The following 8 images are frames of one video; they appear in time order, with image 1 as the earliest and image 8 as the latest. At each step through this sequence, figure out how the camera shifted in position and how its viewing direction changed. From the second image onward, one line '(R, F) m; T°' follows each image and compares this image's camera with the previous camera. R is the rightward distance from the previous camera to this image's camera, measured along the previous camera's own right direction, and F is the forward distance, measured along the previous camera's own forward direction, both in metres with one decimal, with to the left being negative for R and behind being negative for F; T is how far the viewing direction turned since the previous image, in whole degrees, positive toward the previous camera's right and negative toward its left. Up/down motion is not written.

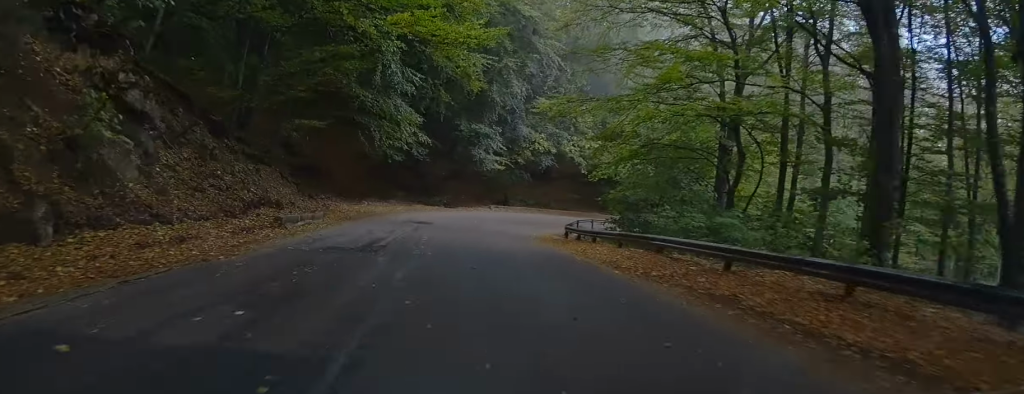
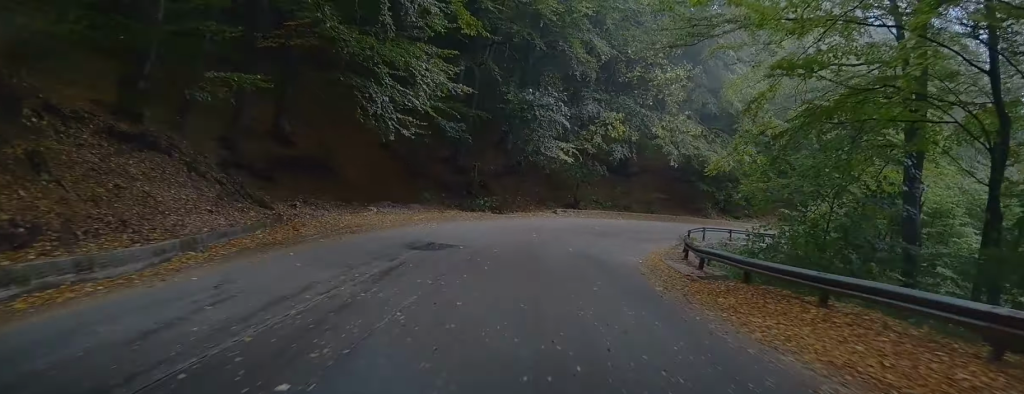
(-0.8, +14.1) m; -5°
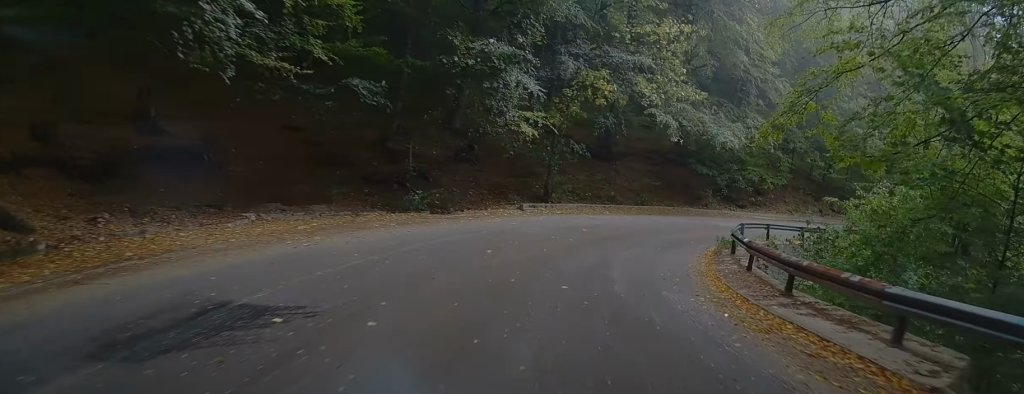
(-0.3, +10.2) m; +2°
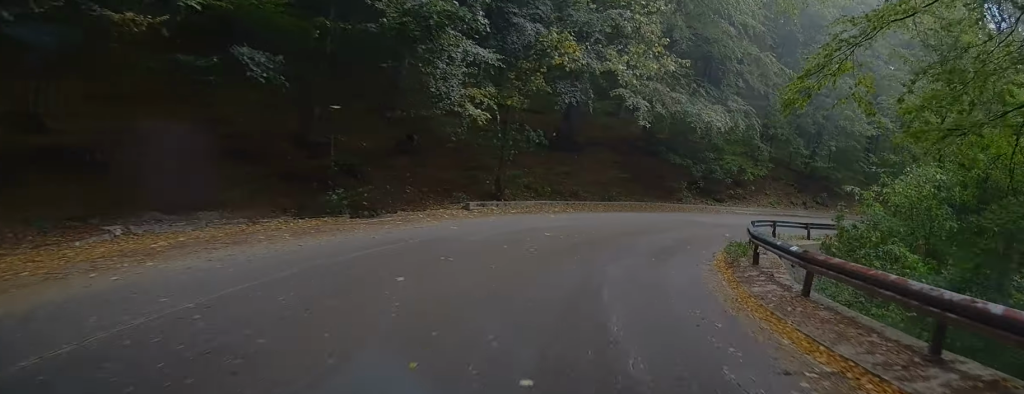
(0.0, +4.8) m; +4°
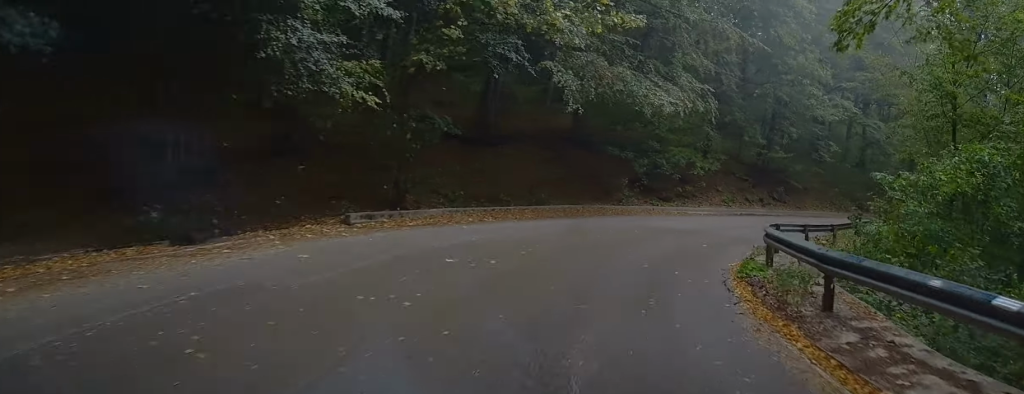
(+0.3, +5.8) m; +6°
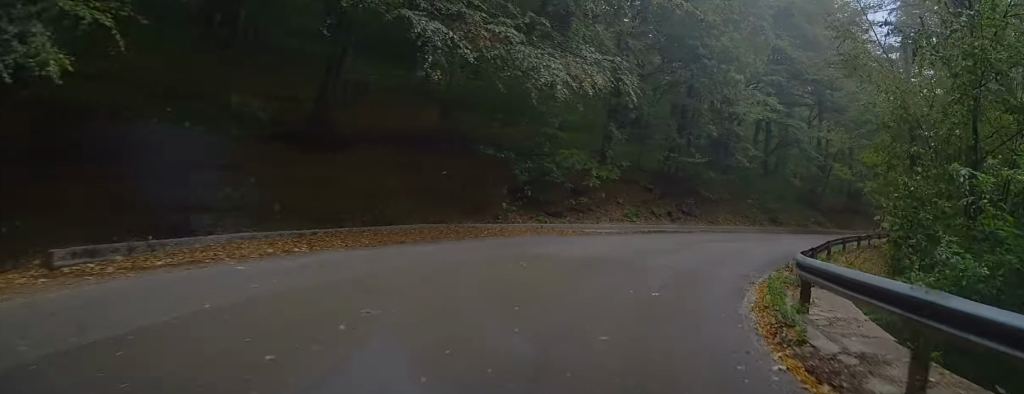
(+0.4, +6.8) m; +8°
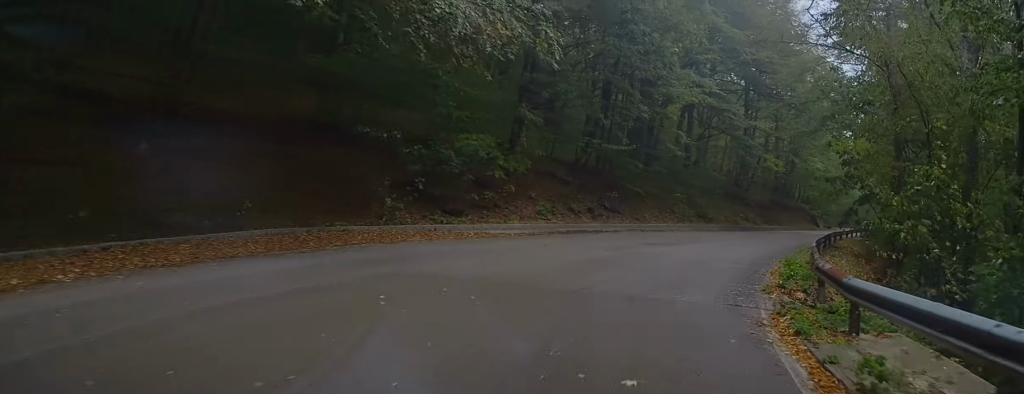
(+0.4, +4.7) m; +5°
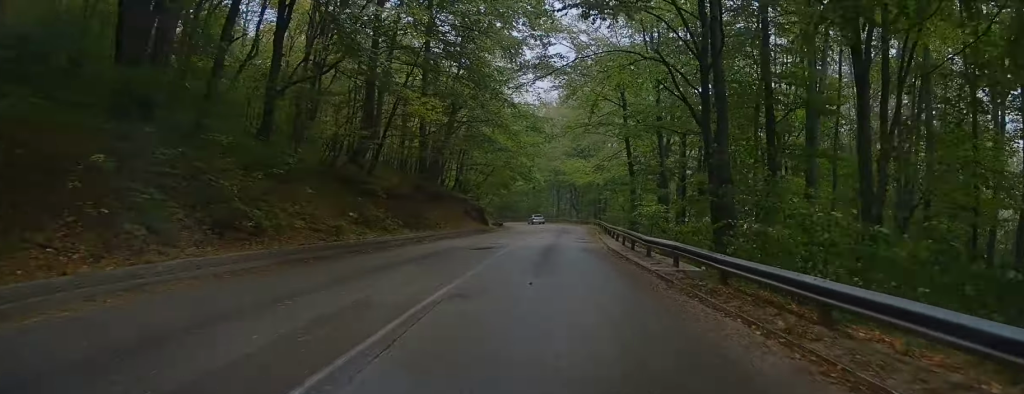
(+5.7, +25.2) m; +23°
